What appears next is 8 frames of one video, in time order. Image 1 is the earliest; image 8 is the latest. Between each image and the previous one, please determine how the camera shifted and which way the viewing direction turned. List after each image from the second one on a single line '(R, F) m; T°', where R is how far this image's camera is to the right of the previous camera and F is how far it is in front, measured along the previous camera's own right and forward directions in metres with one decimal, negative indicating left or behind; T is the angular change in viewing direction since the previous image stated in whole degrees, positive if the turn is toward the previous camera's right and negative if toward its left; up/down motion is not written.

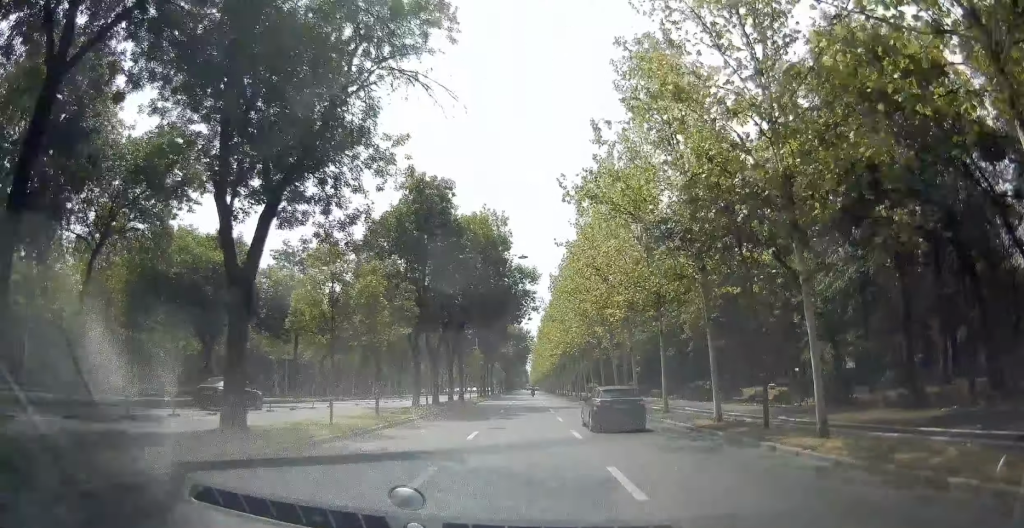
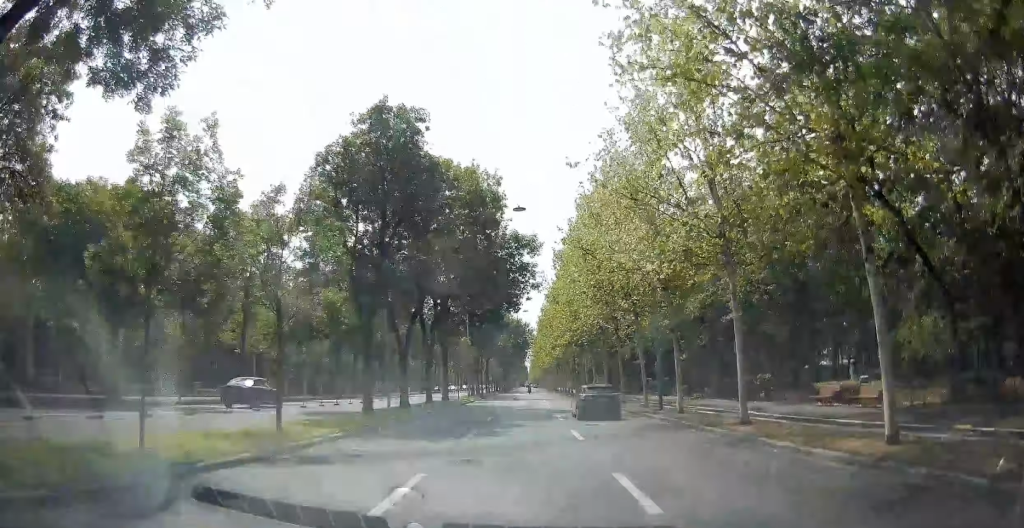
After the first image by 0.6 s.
(0.0, +9.8) m; 0°
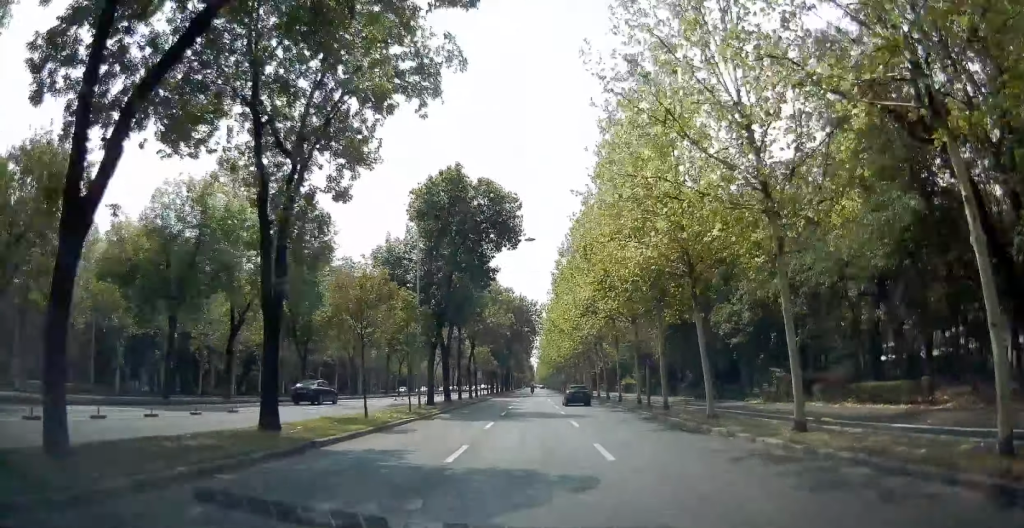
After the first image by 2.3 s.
(-0.2, +31.2) m; -1°
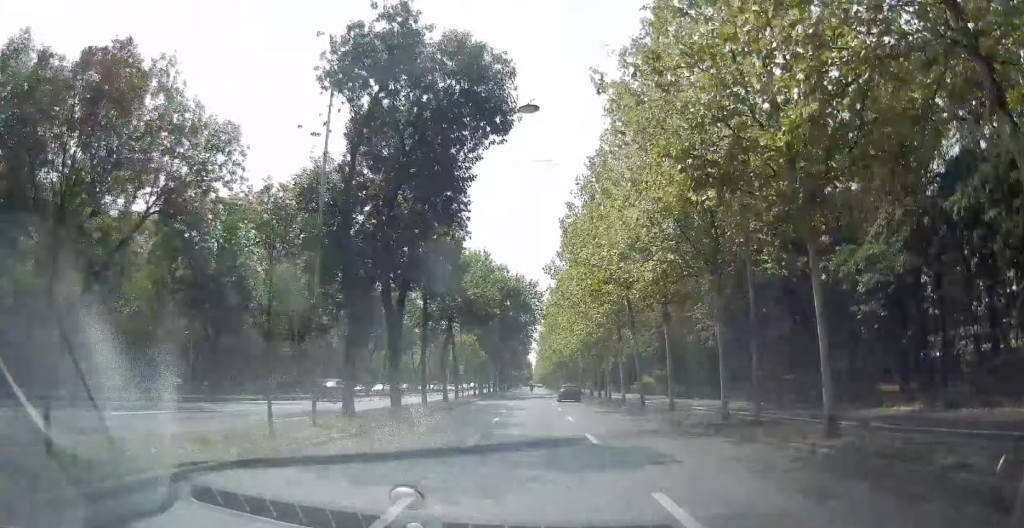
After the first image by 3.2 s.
(-0.2, +15.5) m; 0°
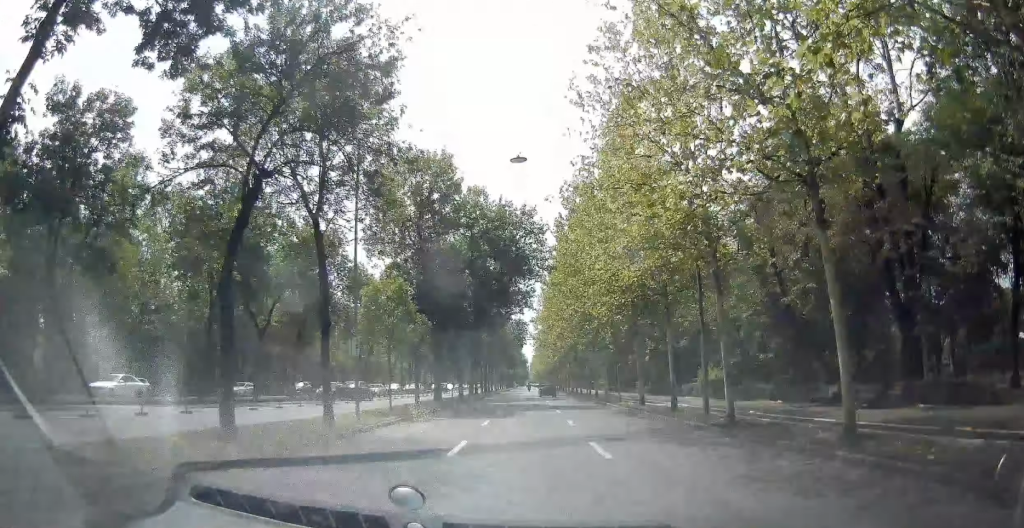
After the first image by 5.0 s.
(+0.5, +29.7) m; 0°
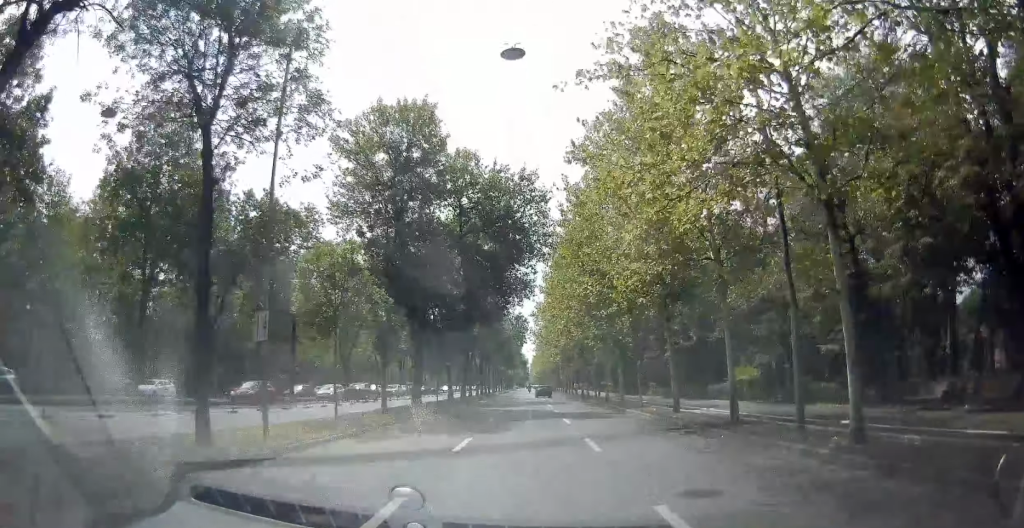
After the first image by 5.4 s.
(0.0, +7.6) m; -1°
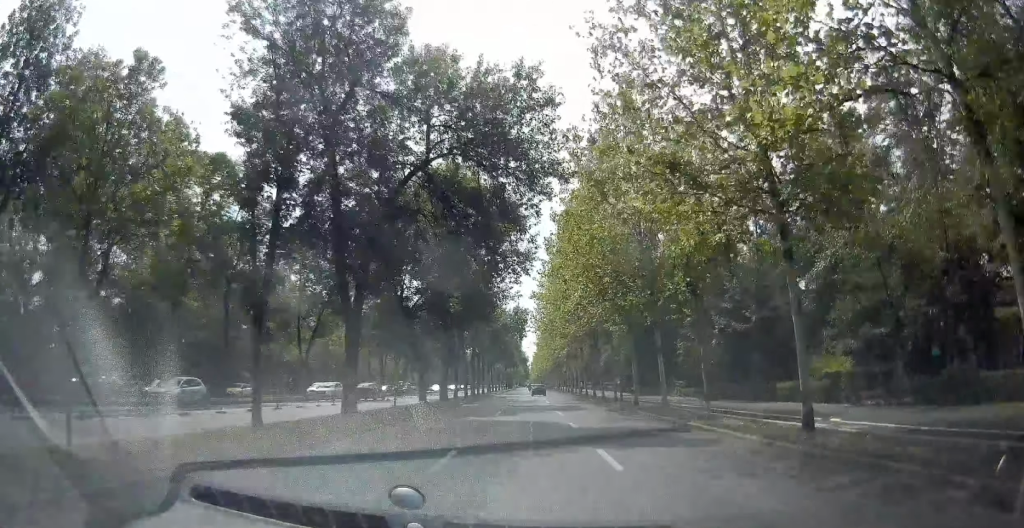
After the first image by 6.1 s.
(-0.3, +11.6) m; -1°
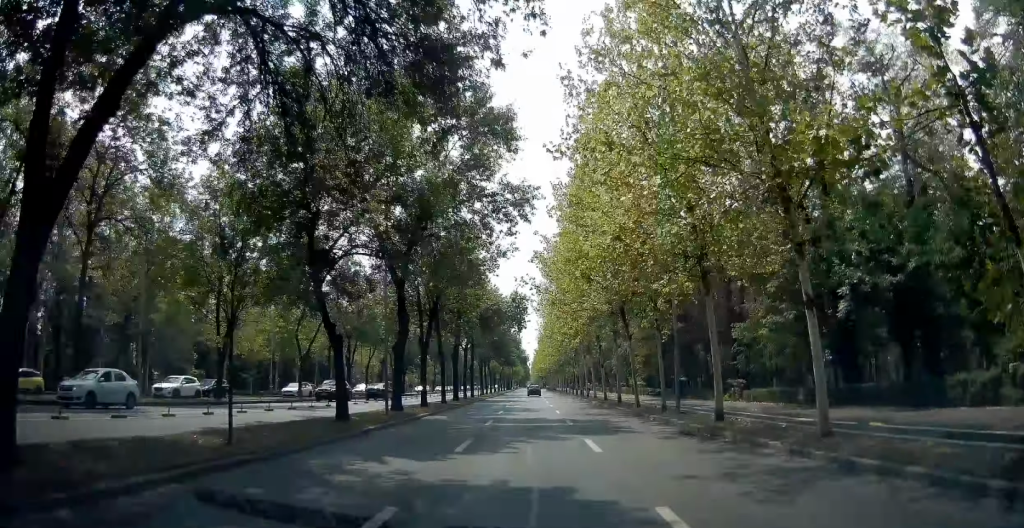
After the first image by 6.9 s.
(-0.1, +14.4) m; +3°
